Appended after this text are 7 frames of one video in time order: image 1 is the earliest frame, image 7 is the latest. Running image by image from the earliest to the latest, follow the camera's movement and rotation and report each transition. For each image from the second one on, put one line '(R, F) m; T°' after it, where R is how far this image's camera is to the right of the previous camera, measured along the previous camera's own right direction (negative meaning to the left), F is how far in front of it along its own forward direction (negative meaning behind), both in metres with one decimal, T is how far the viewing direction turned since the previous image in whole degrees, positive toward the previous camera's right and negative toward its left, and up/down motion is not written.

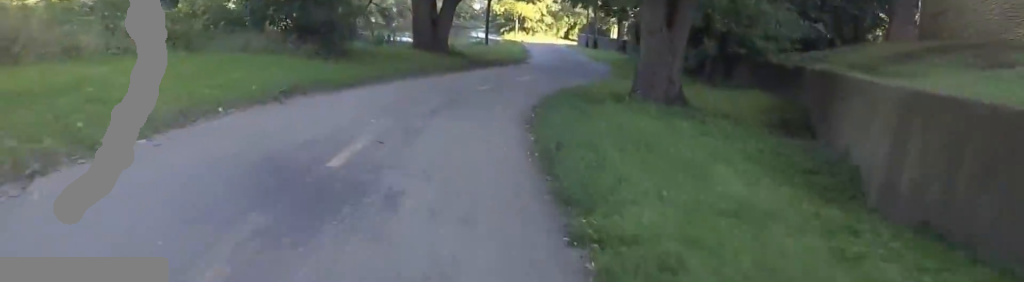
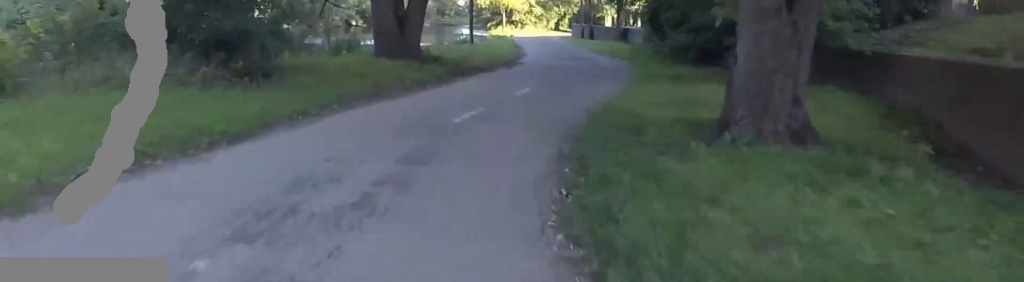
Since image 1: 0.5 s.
(-0.2, +4.2) m; 0°
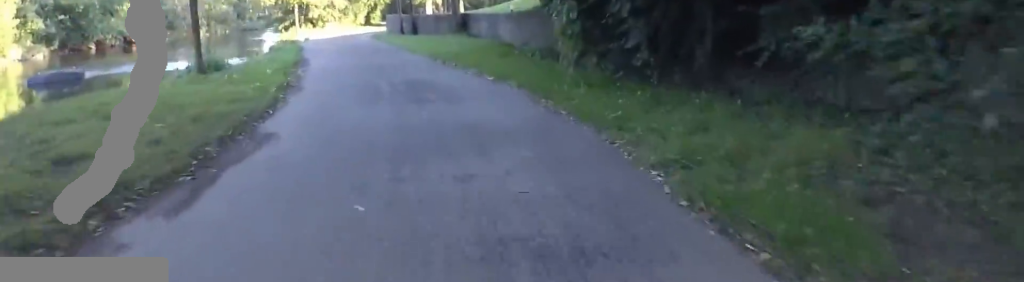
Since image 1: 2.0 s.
(+0.2, +11.6) m; +3°
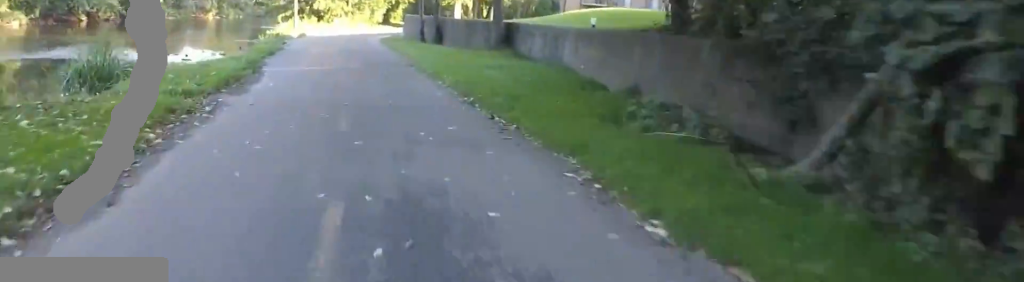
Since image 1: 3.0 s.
(+0.1, +7.1) m; +3°
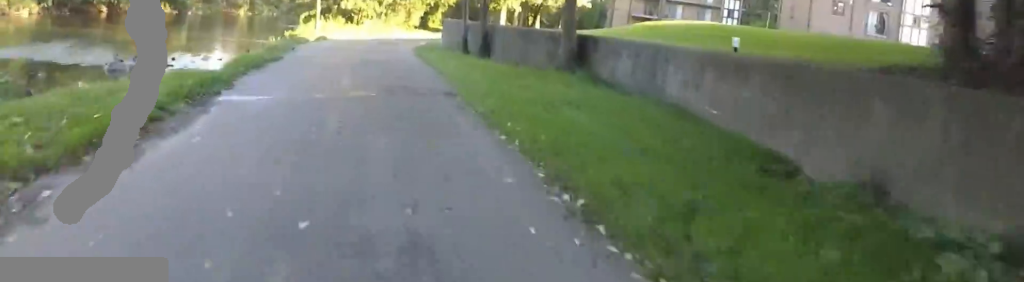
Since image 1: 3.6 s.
(+0.2, +4.6) m; 0°
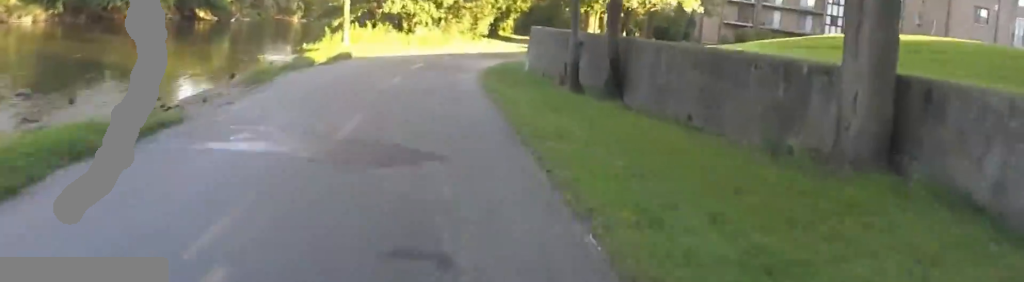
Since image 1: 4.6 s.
(0.0, +8.2) m; -2°
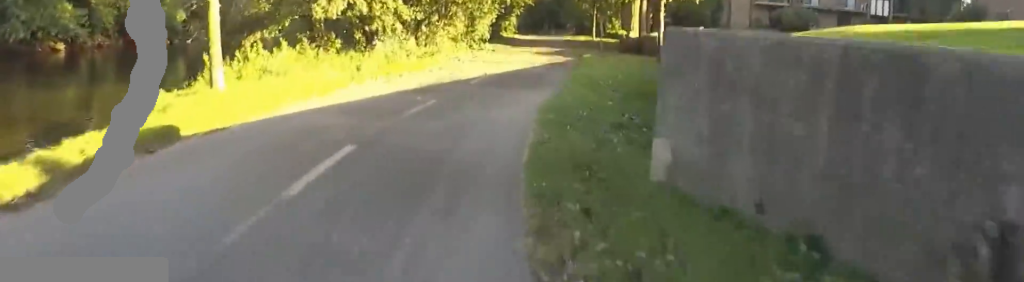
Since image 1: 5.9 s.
(-0.2, +9.8) m; +1°
